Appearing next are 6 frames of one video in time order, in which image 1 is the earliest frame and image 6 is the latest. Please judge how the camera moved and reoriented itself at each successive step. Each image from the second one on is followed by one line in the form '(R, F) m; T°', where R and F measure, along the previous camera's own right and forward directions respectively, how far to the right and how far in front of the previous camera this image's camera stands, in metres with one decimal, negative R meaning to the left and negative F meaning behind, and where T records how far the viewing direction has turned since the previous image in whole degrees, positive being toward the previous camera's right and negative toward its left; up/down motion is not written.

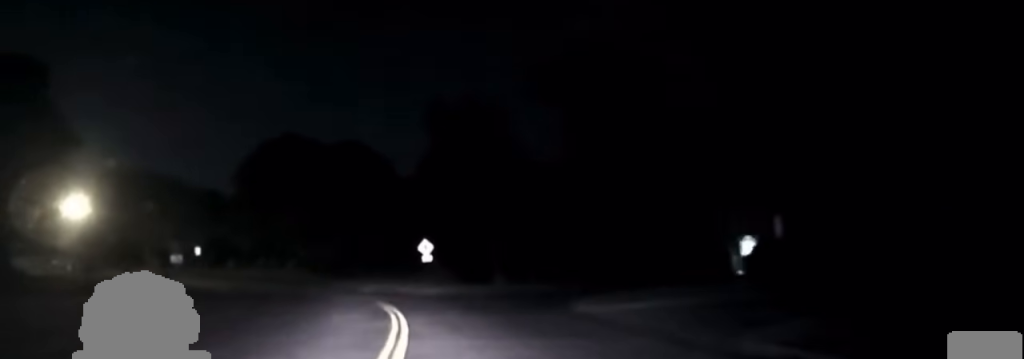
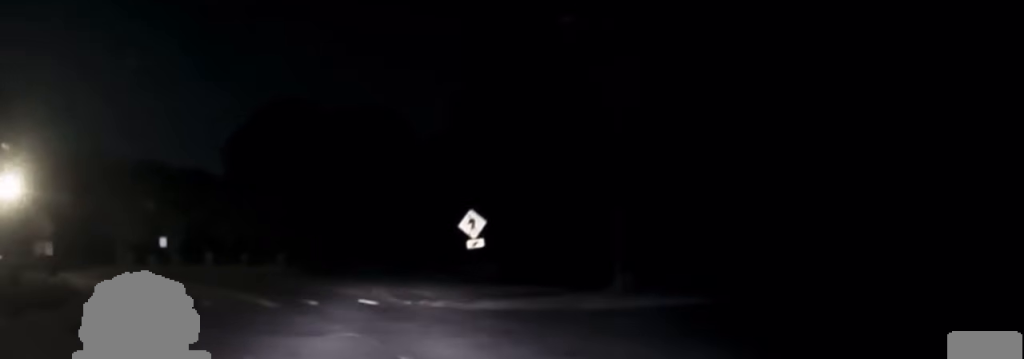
(-0.6, +28.7) m; -7°
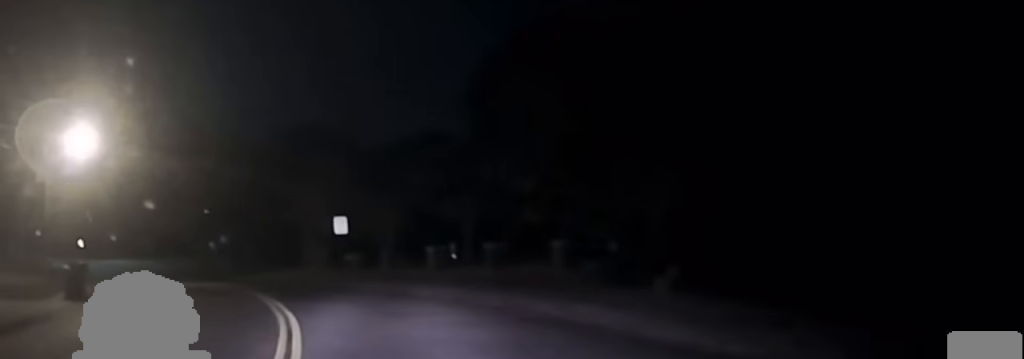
(-5.9, +33.0) m; -18°
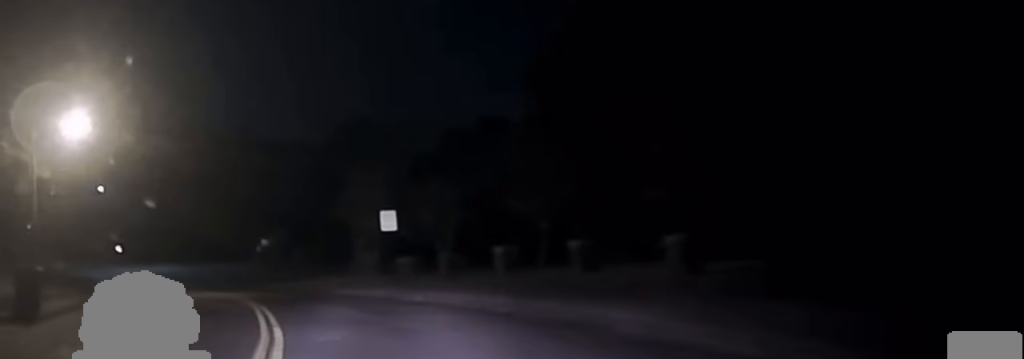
(-0.1, +7.7) m; -2°
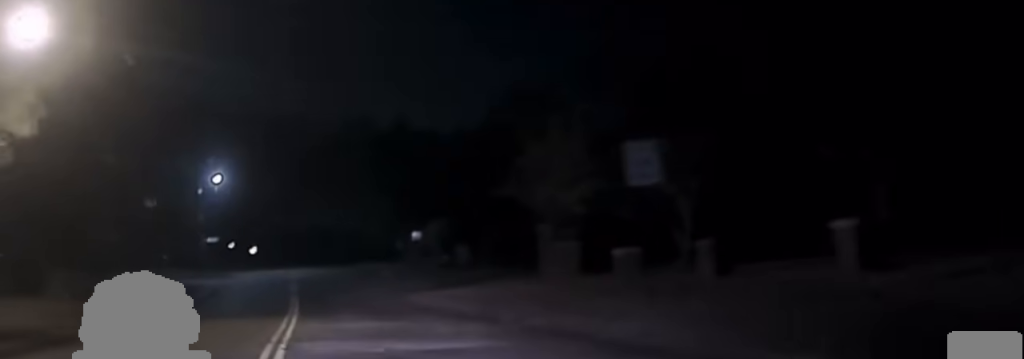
(-0.7, +18.5) m; -9°
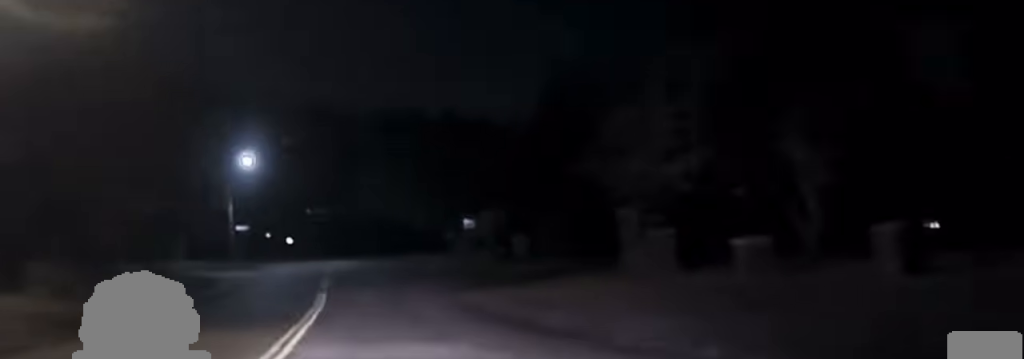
(-0.8, +8.3) m; -4°
